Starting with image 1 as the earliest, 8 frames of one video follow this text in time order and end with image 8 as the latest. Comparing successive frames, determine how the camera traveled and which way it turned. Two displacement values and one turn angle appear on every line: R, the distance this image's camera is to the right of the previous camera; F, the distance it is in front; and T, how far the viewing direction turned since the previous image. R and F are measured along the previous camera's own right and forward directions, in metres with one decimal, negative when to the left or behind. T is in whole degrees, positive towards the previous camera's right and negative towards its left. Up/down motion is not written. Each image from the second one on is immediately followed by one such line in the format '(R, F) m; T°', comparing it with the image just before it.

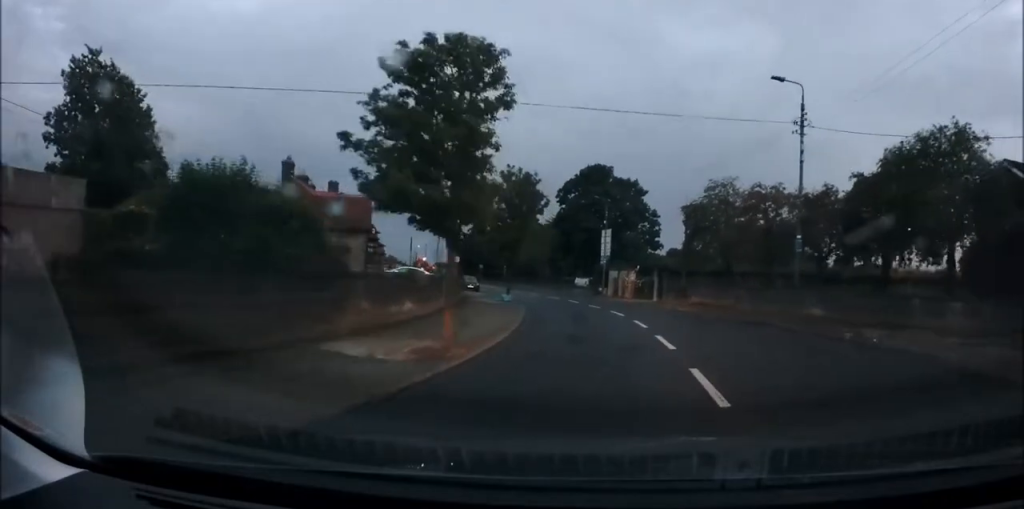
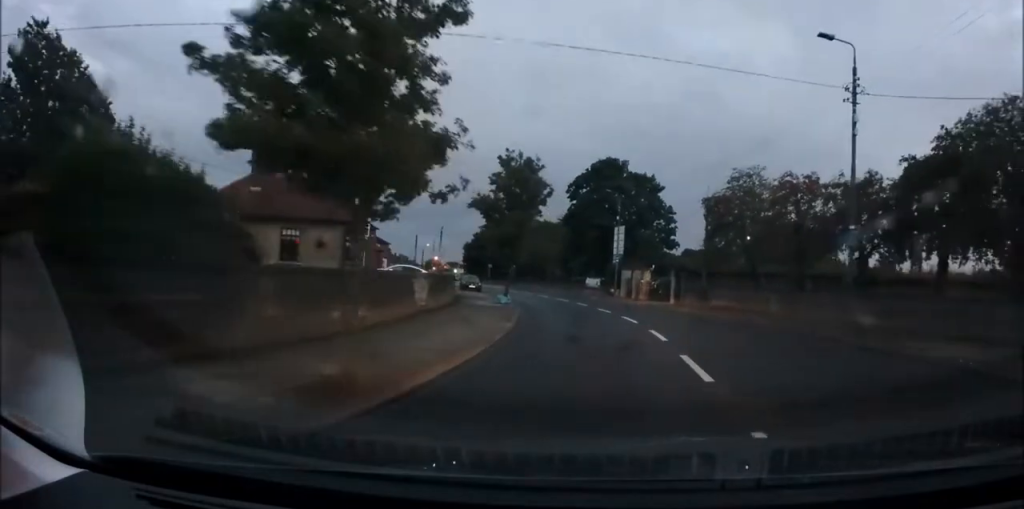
(-0.1, +4.1) m; -2°
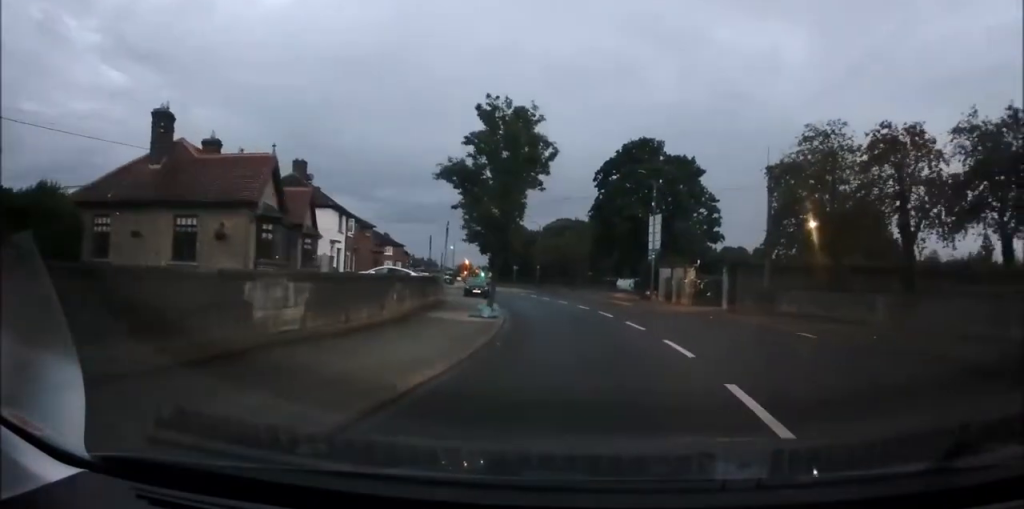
(-0.3, +9.3) m; -4°
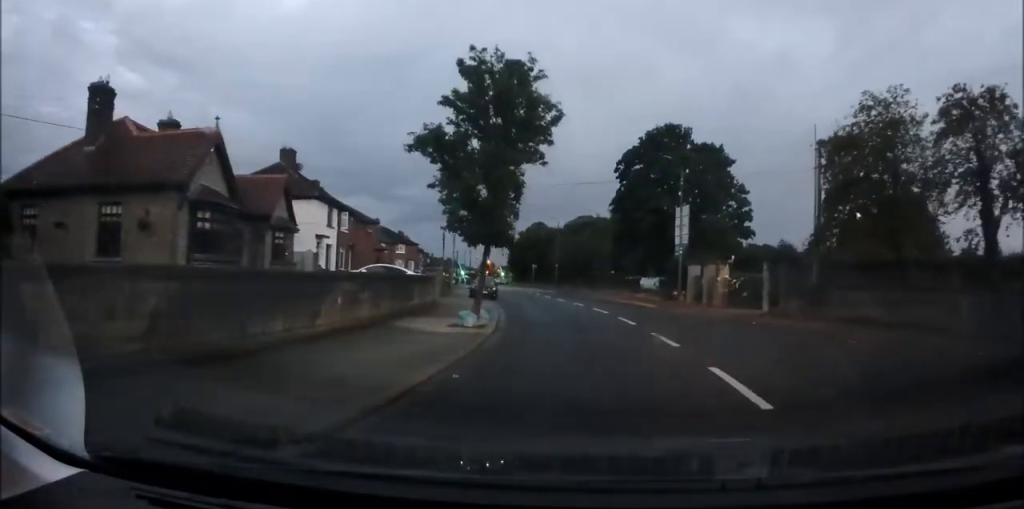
(-0.1, +4.7) m; -2°
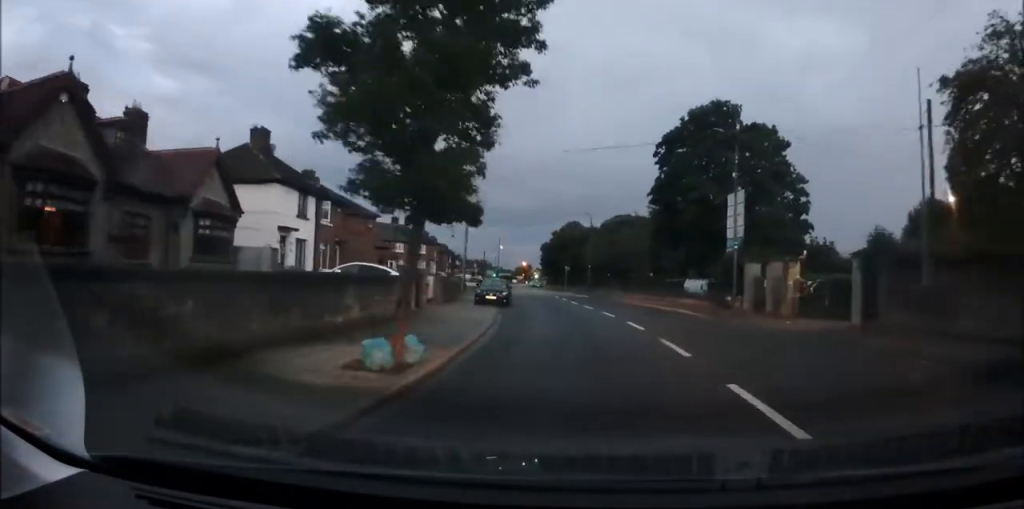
(-0.2, +7.5) m; -3°
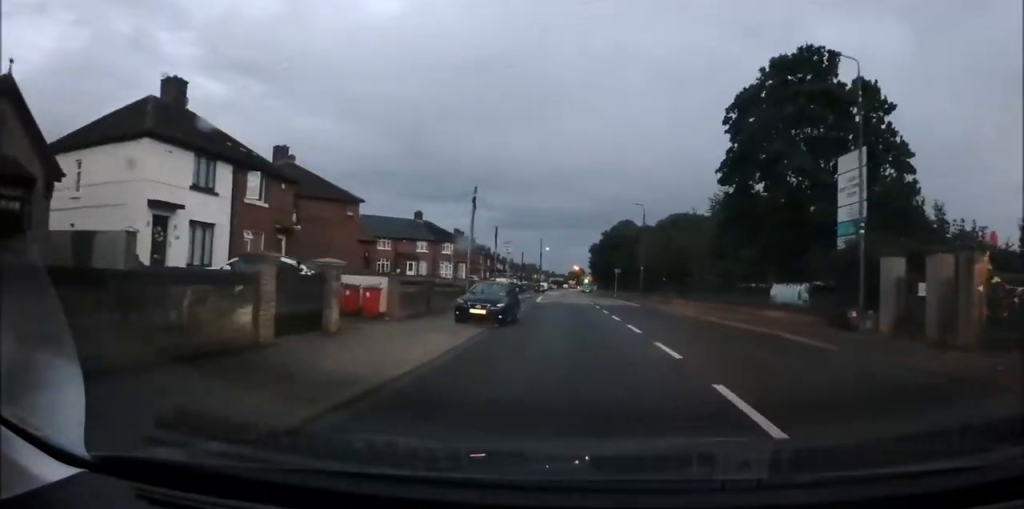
(-0.5, +11.7) m; -5°
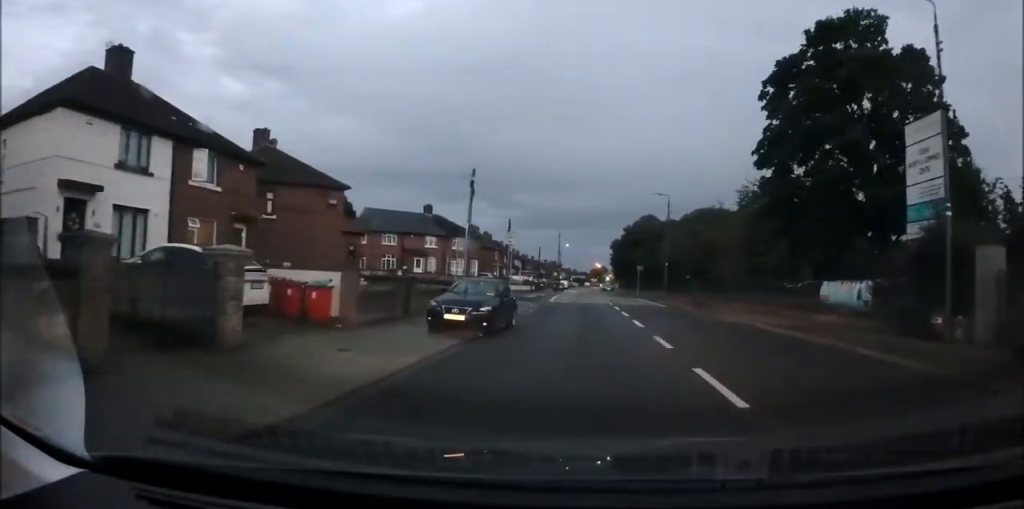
(+0.1, +4.7) m; -2°
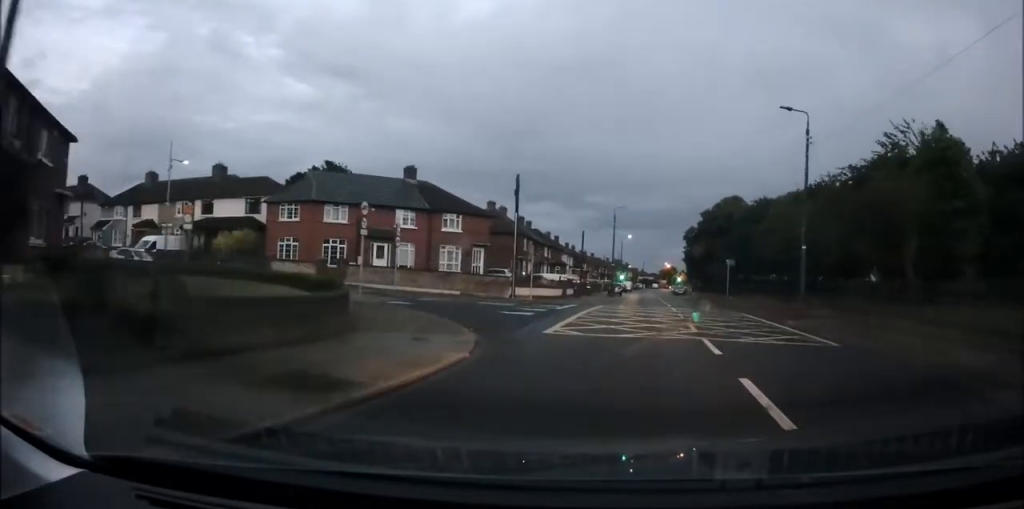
(-1.6, +24.6) m; -5°
